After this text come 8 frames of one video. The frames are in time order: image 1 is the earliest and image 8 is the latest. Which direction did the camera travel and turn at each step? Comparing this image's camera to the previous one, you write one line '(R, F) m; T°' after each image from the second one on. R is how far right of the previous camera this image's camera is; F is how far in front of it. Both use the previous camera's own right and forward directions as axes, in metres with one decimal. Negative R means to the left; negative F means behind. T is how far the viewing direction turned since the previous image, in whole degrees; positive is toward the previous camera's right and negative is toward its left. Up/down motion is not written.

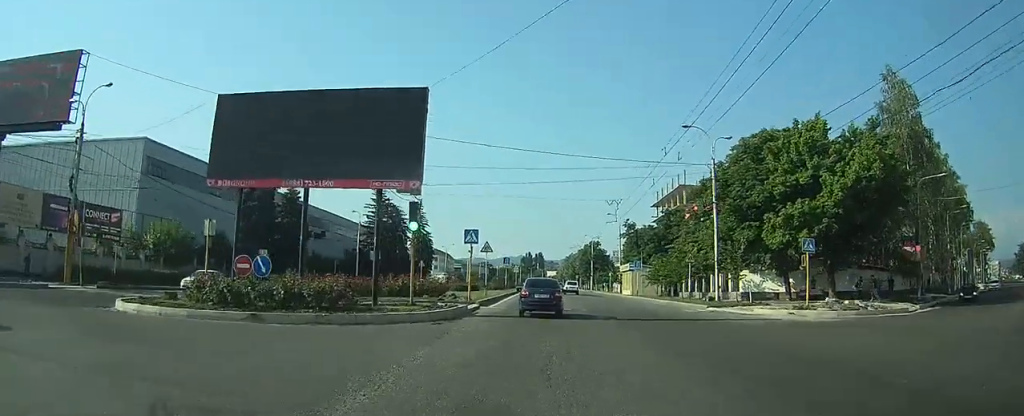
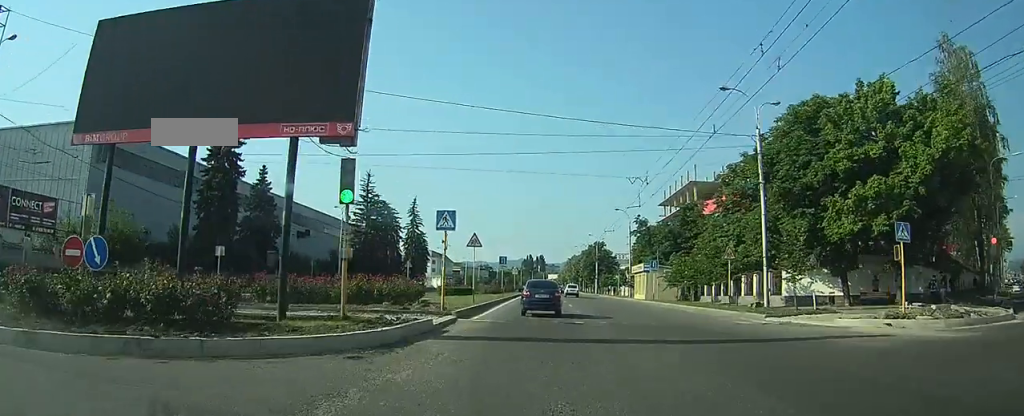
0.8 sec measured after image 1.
(0.0, +8.2) m; 0°
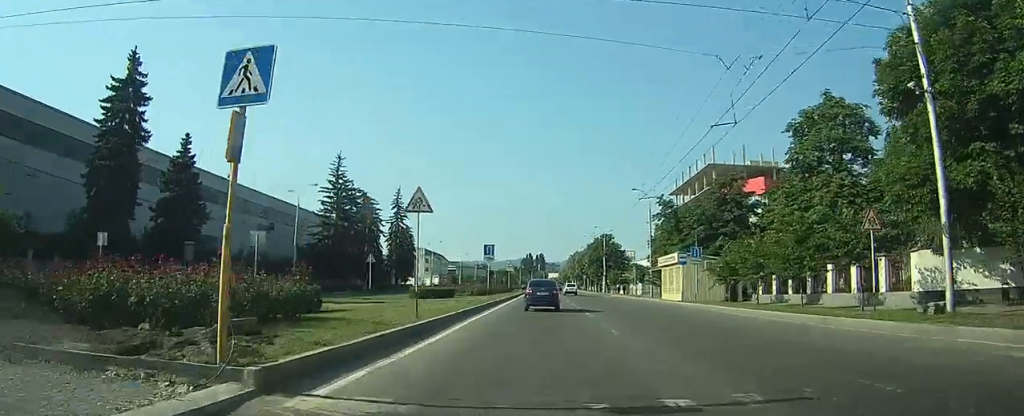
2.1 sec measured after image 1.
(0.0, +14.3) m; +1°
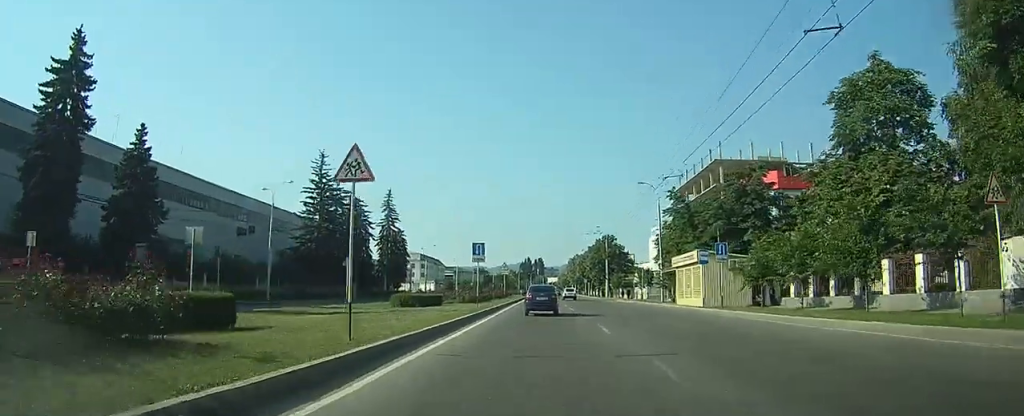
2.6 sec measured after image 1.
(+0.1, +5.9) m; 0°
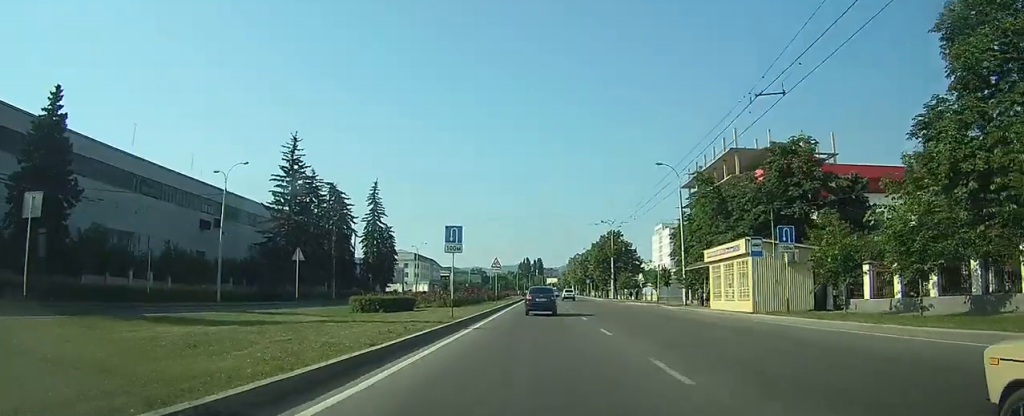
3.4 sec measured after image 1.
(+0.1, +9.2) m; 0°
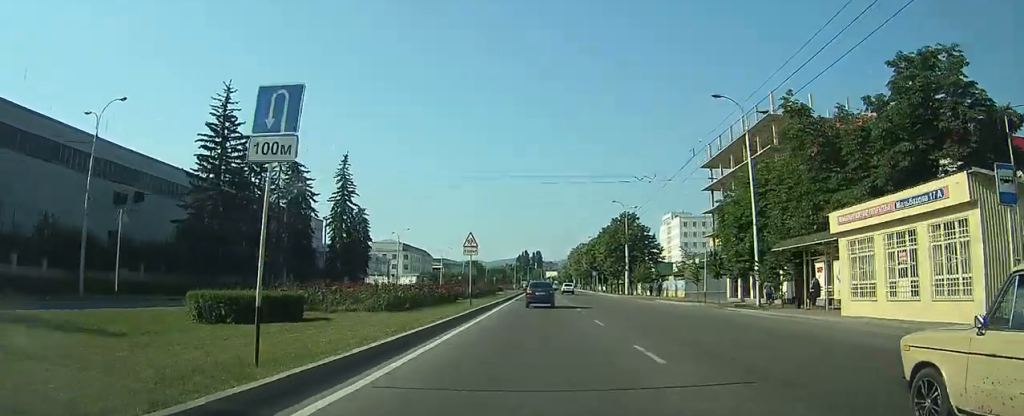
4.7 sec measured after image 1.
(0.0, +16.5) m; 0°
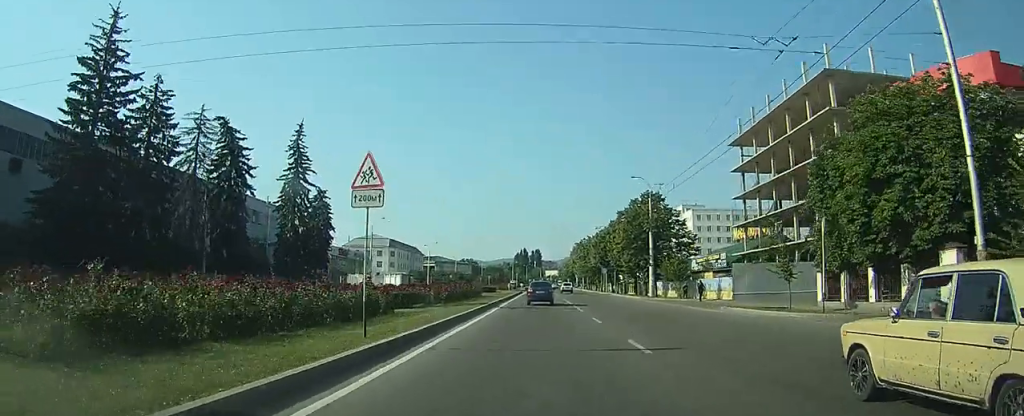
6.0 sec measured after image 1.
(0.0, +17.3) m; -1°
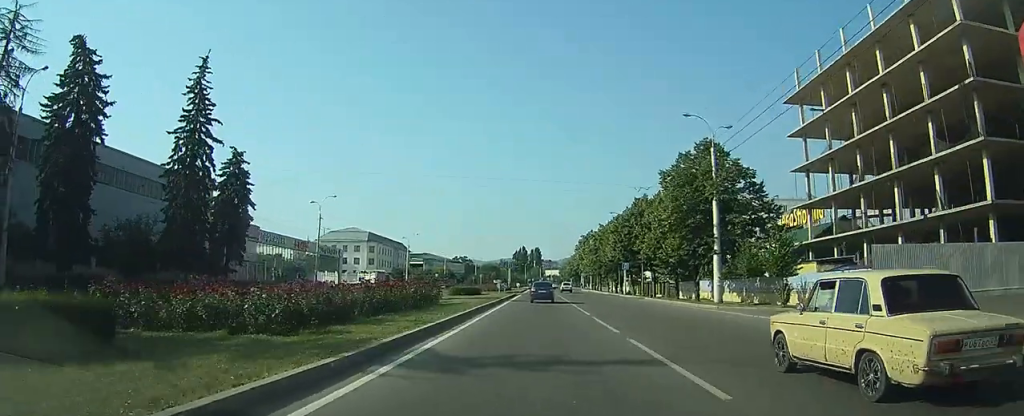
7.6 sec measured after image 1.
(-0.2, +22.7) m; 0°
